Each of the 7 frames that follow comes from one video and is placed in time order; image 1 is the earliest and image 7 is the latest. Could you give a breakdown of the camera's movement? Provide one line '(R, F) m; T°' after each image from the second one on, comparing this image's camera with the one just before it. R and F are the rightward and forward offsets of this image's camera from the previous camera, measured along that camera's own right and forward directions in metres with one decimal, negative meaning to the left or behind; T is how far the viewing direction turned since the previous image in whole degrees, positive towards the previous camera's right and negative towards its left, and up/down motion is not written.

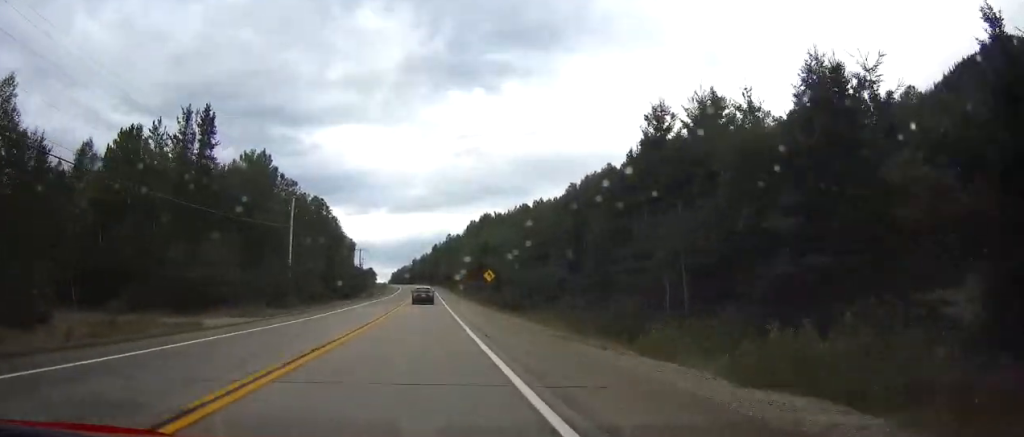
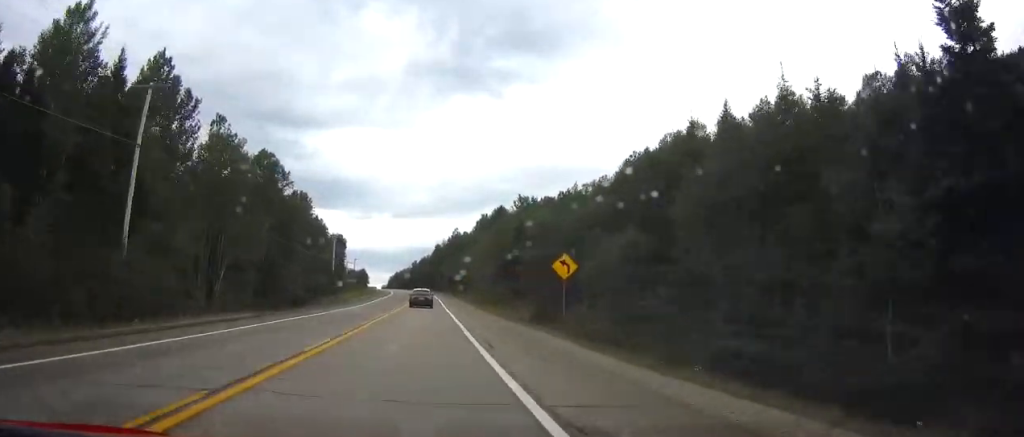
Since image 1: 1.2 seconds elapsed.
(-0.1, +39.5) m; 0°
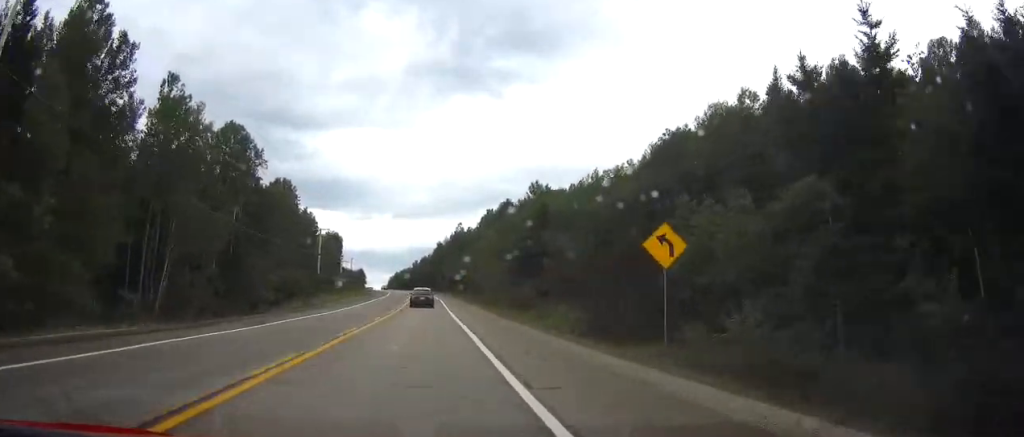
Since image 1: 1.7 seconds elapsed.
(0.0, +13.8) m; 0°
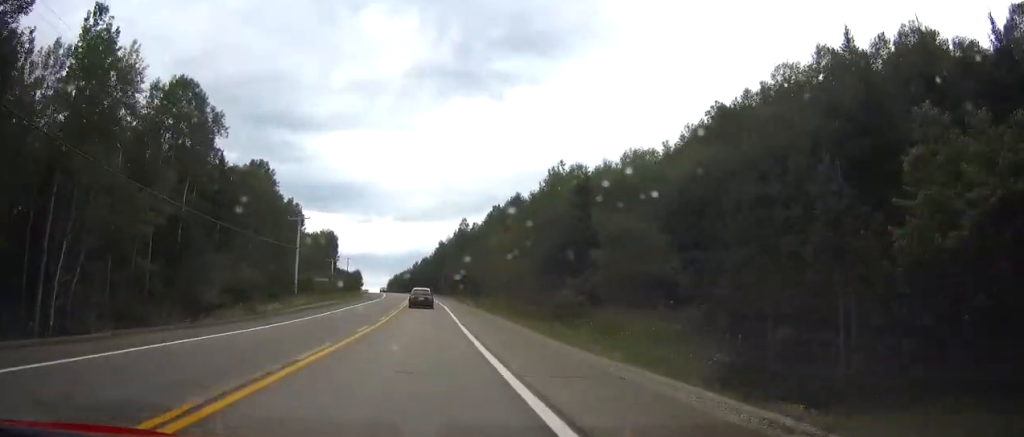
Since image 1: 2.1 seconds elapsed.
(0.0, +14.7) m; 0°
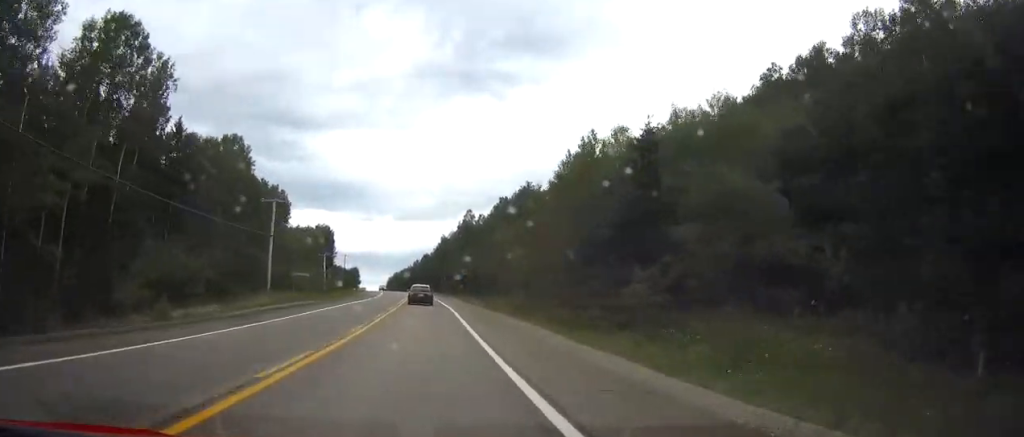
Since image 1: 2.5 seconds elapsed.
(0.0, +12.6) m; 0°
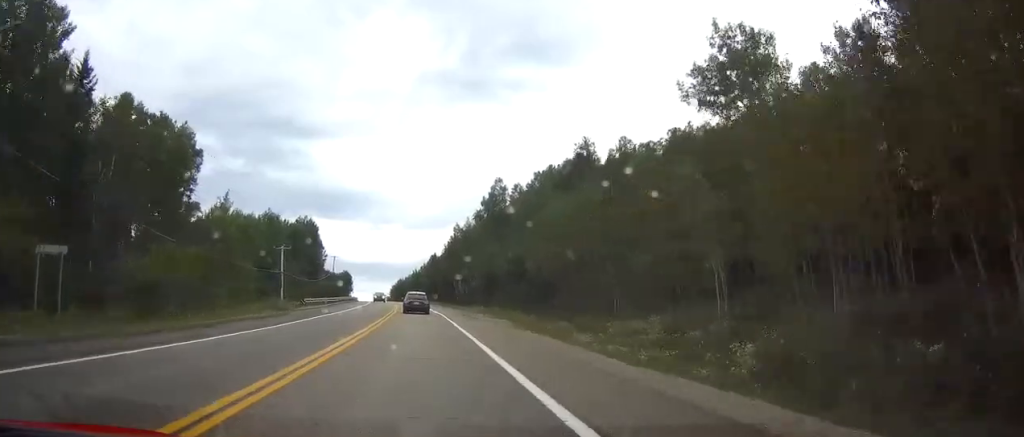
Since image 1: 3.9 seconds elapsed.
(-0.3, +43.5) m; -1°
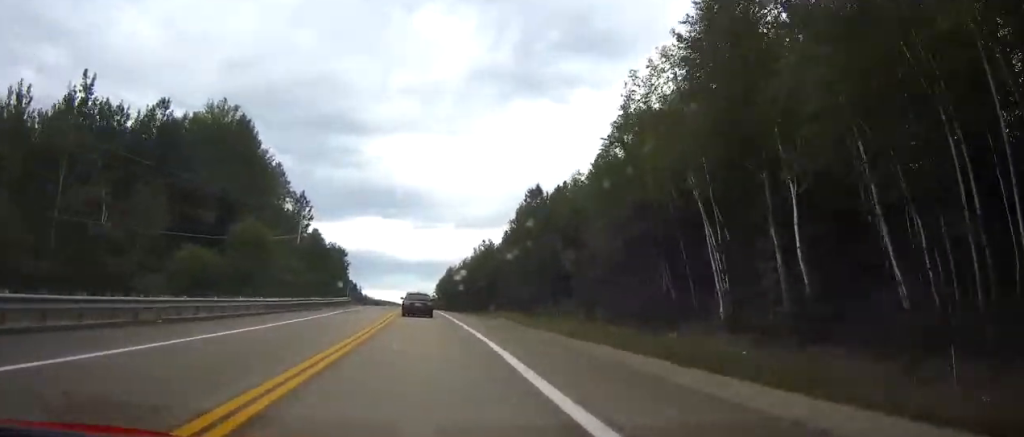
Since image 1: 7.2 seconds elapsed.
(-3.4, +100.3) m; -4°
